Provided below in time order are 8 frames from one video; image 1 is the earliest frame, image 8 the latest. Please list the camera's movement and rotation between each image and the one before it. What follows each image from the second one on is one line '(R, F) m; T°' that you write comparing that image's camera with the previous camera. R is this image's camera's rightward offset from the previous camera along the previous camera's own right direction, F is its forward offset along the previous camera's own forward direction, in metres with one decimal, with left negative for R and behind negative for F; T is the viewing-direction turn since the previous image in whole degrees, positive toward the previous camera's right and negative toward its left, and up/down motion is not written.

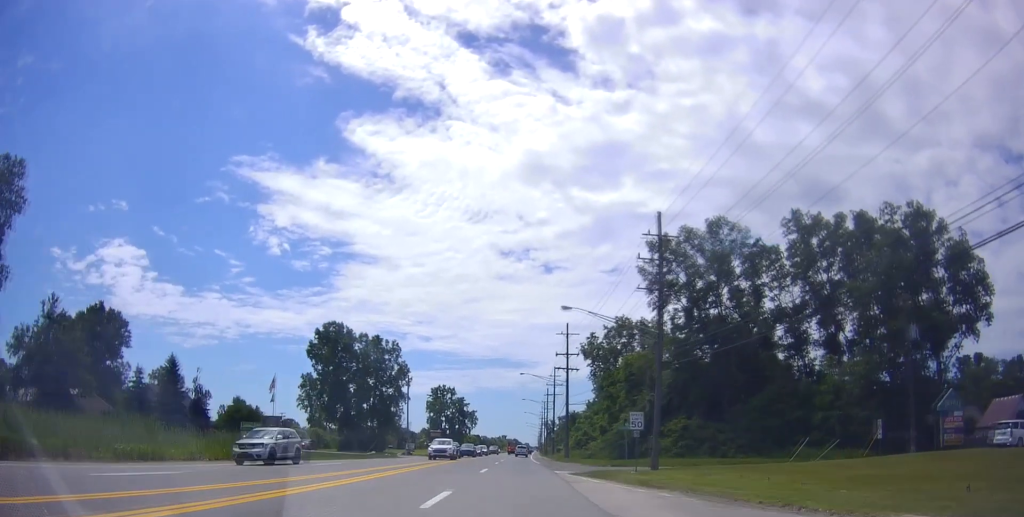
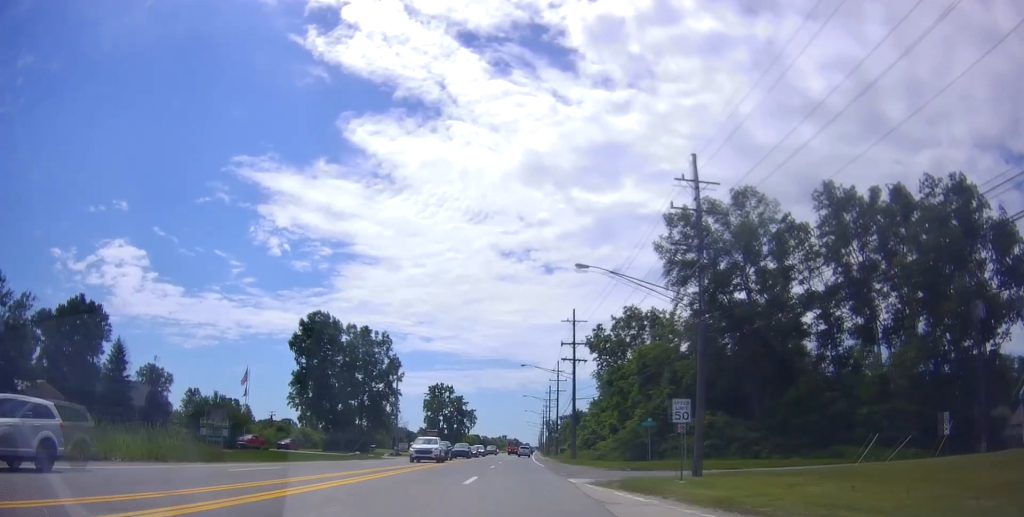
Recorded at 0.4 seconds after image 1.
(-0.2, +8.4) m; 0°
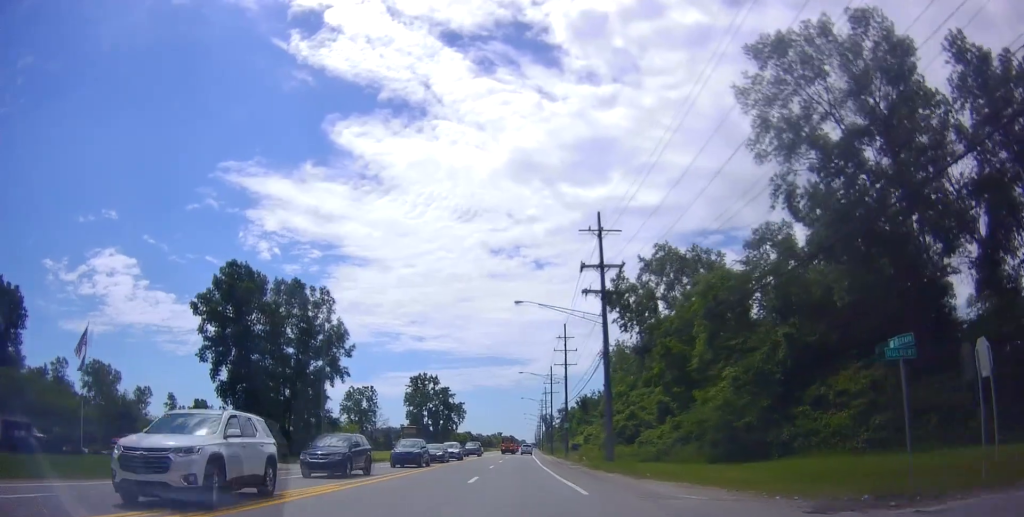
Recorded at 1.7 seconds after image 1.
(+0.7, +28.2) m; 0°
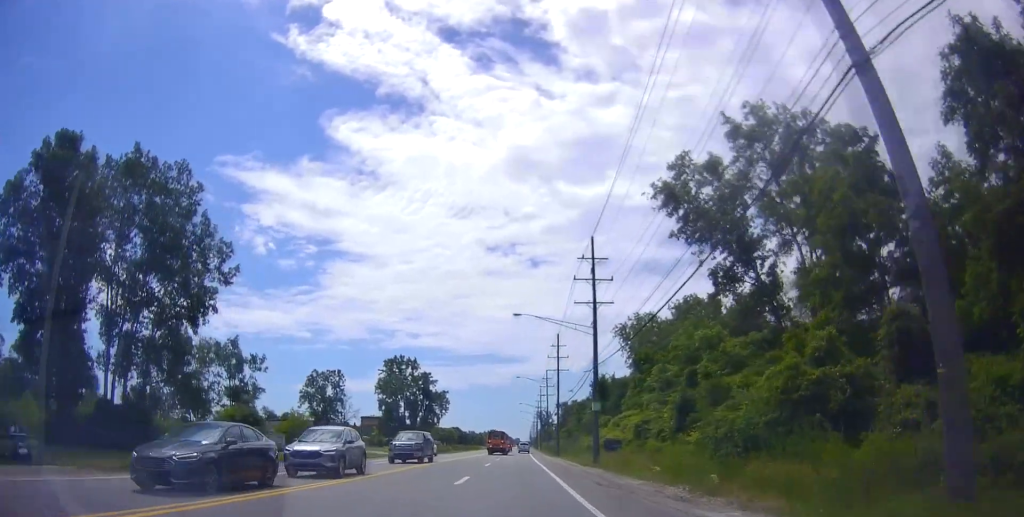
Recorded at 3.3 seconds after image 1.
(-0.8, +33.8) m; -1°
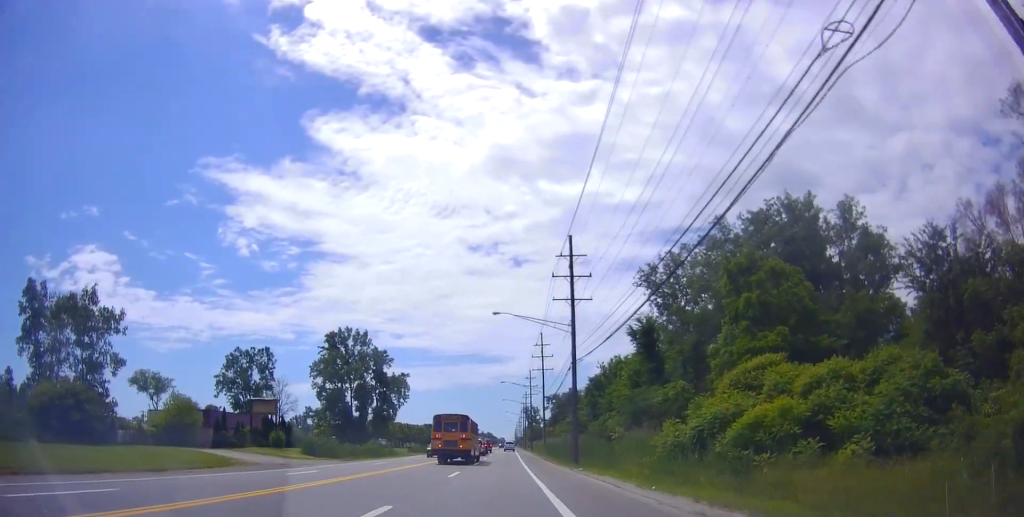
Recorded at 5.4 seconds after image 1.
(+0.5, +42.8) m; +3°
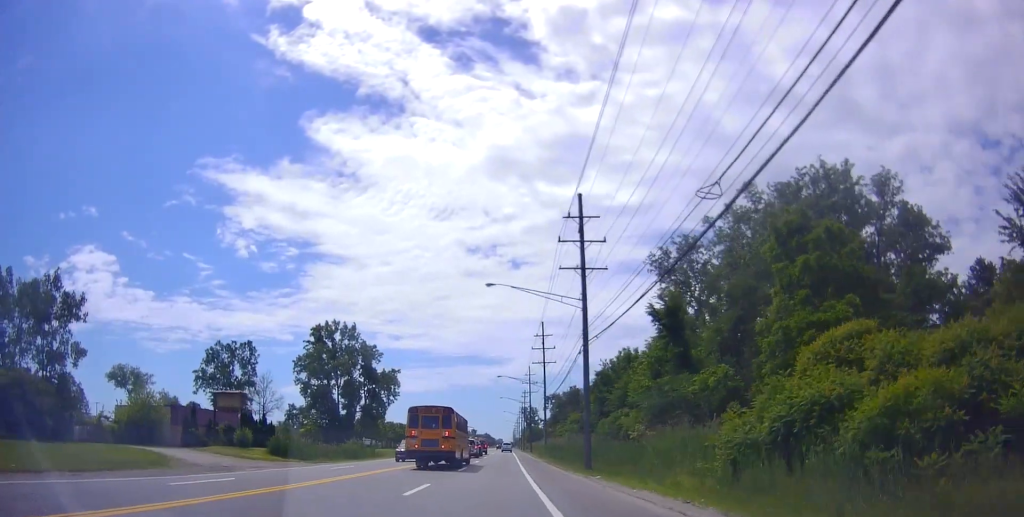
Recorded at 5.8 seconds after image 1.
(+0.1, +8.8) m; 0°
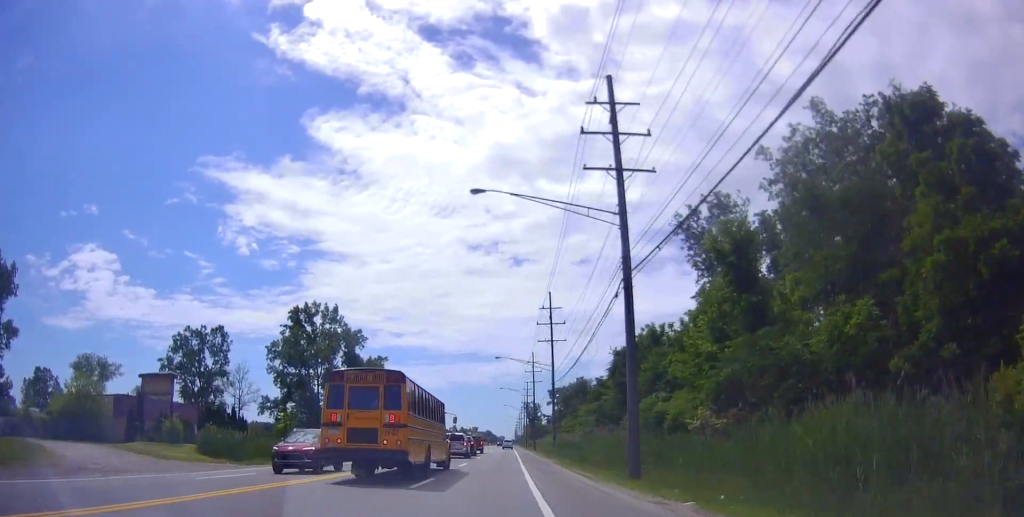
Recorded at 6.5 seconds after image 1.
(+0.1, +14.0) m; -2°
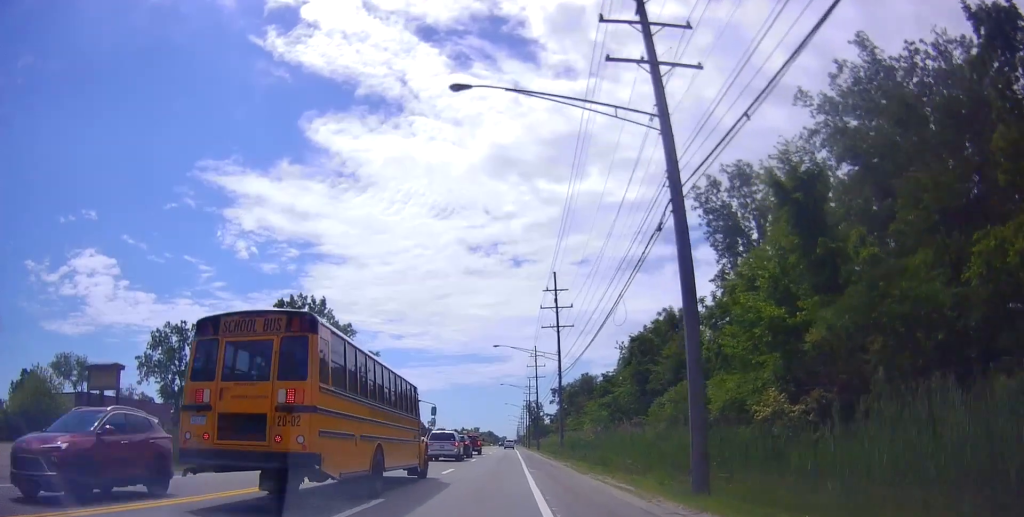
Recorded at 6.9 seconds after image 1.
(-0.1, +7.9) m; 0°
